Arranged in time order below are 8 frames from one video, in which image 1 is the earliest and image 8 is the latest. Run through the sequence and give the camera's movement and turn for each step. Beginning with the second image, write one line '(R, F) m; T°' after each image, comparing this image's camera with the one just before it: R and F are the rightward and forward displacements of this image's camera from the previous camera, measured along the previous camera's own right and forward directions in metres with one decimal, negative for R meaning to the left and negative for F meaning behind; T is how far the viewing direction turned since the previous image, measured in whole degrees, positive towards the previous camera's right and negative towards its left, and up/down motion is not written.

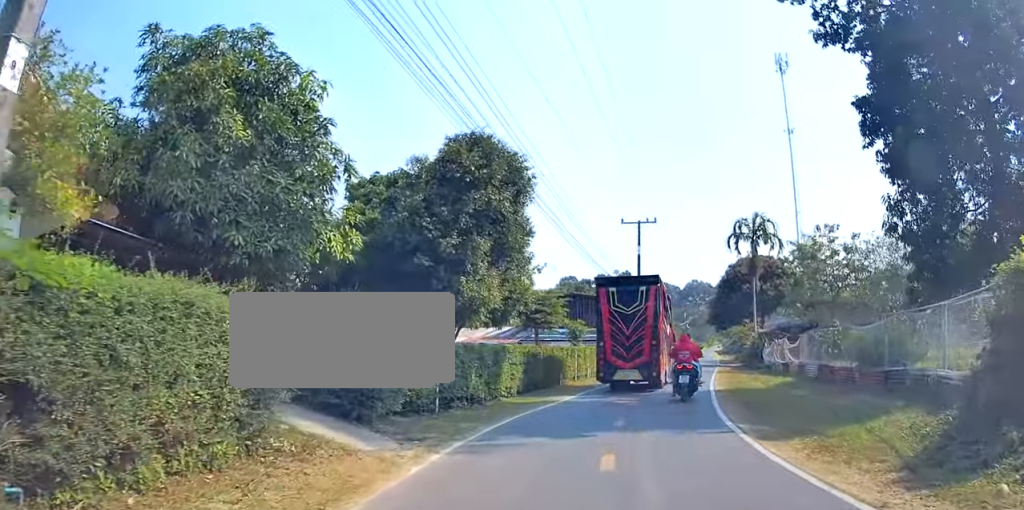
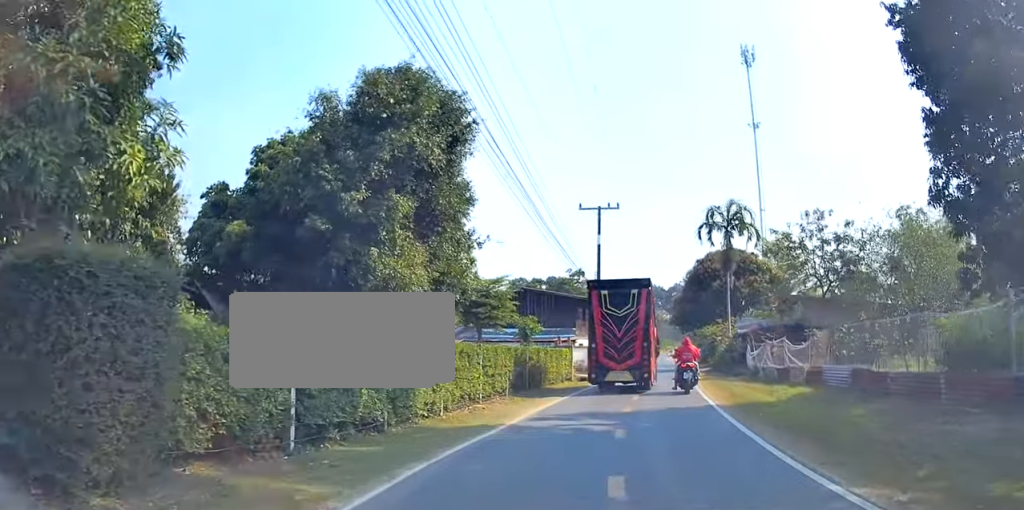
(+0.2, +5.5) m; 0°
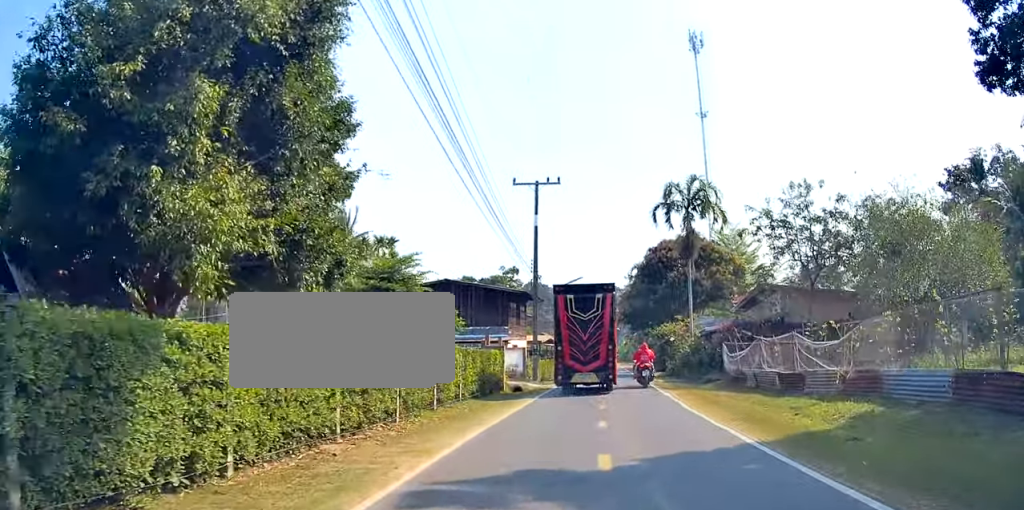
(-0.4, +6.2) m; +7°
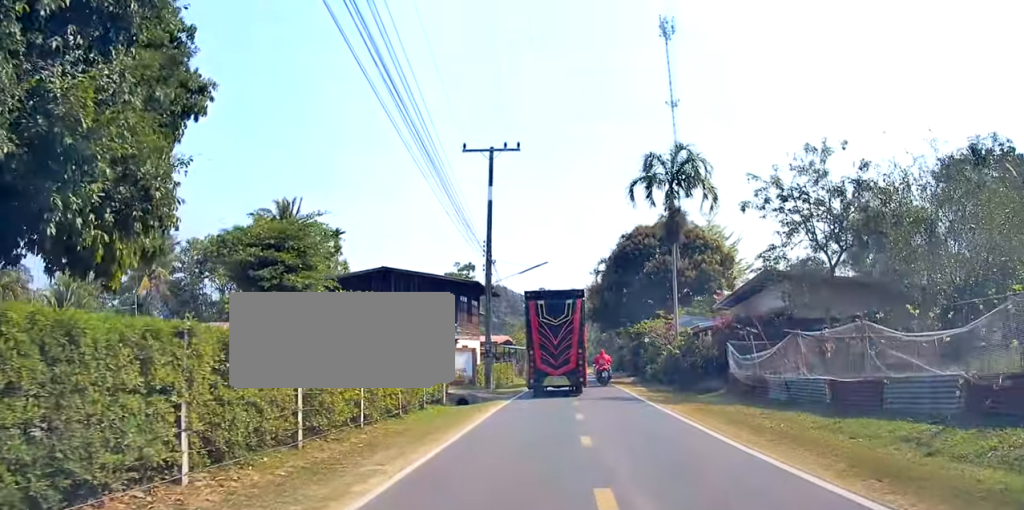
(+1.0, +5.8) m; +10°
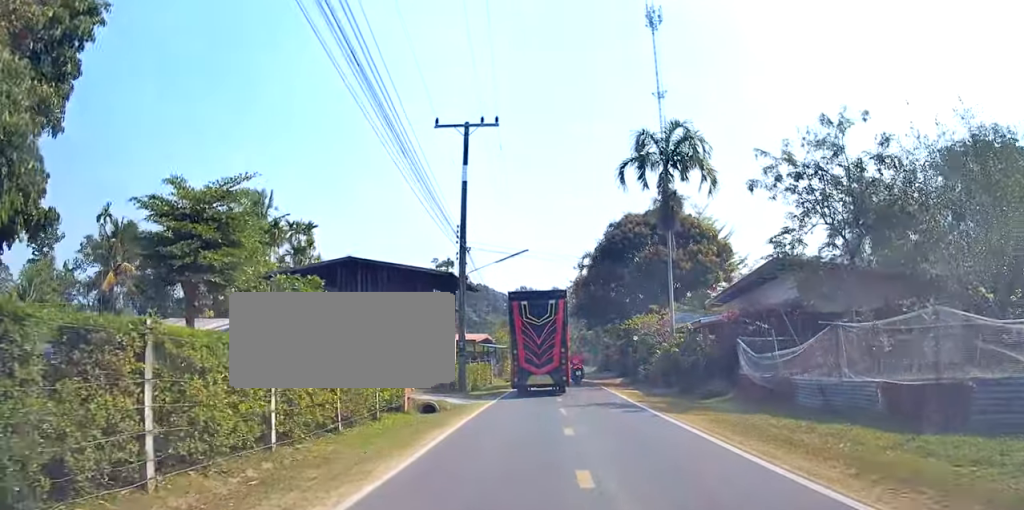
(+0.1, +3.0) m; +3°
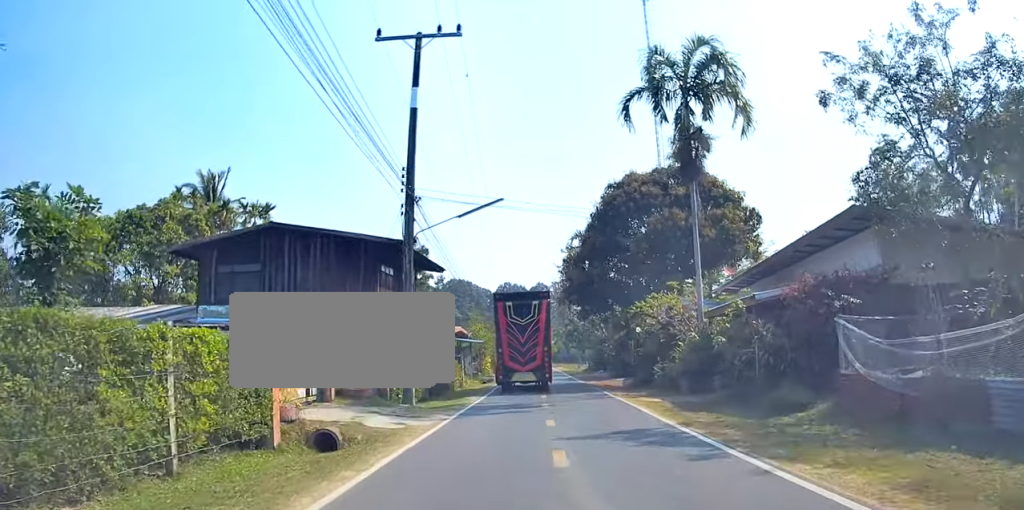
(+0.4, +7.6) m; +6°
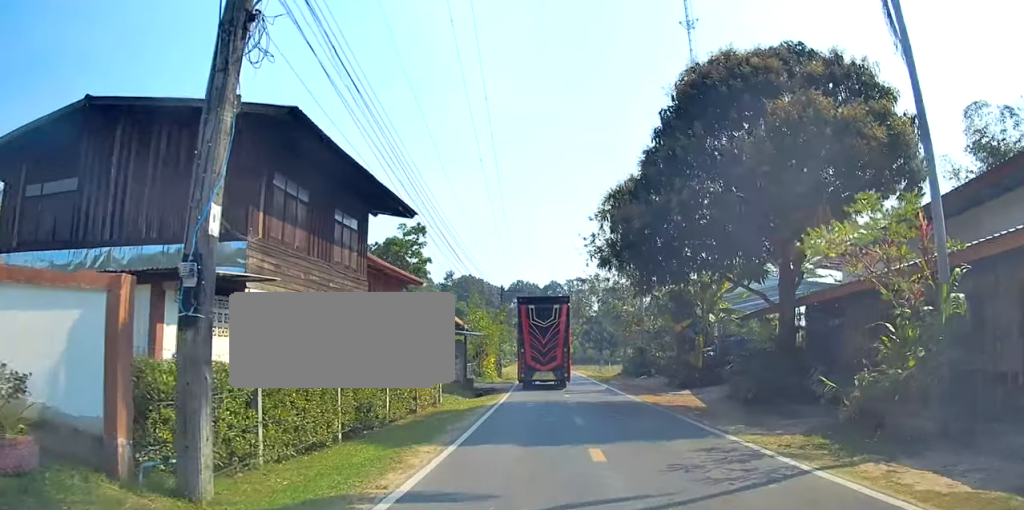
(+0.3, +11.4) m; +5°
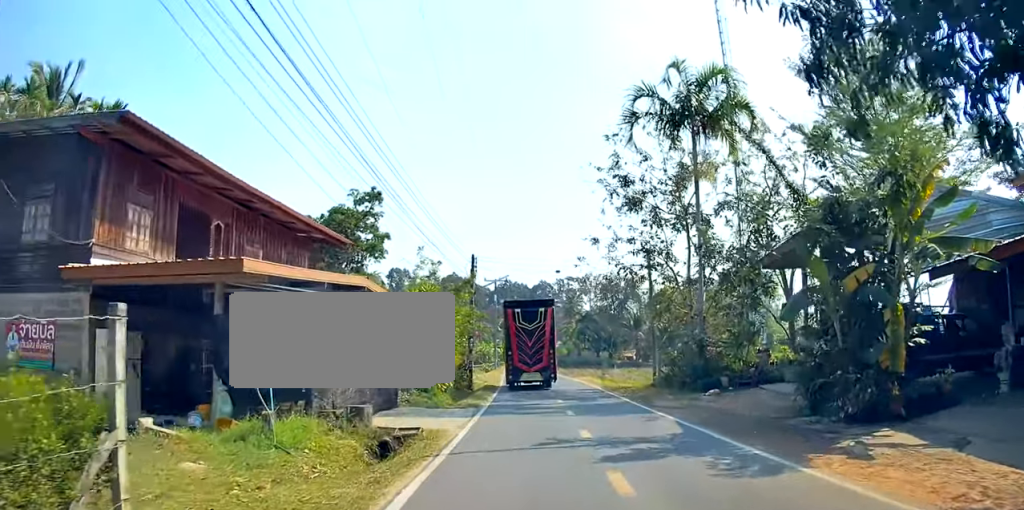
(+0.6, +13.6) m; -1°
